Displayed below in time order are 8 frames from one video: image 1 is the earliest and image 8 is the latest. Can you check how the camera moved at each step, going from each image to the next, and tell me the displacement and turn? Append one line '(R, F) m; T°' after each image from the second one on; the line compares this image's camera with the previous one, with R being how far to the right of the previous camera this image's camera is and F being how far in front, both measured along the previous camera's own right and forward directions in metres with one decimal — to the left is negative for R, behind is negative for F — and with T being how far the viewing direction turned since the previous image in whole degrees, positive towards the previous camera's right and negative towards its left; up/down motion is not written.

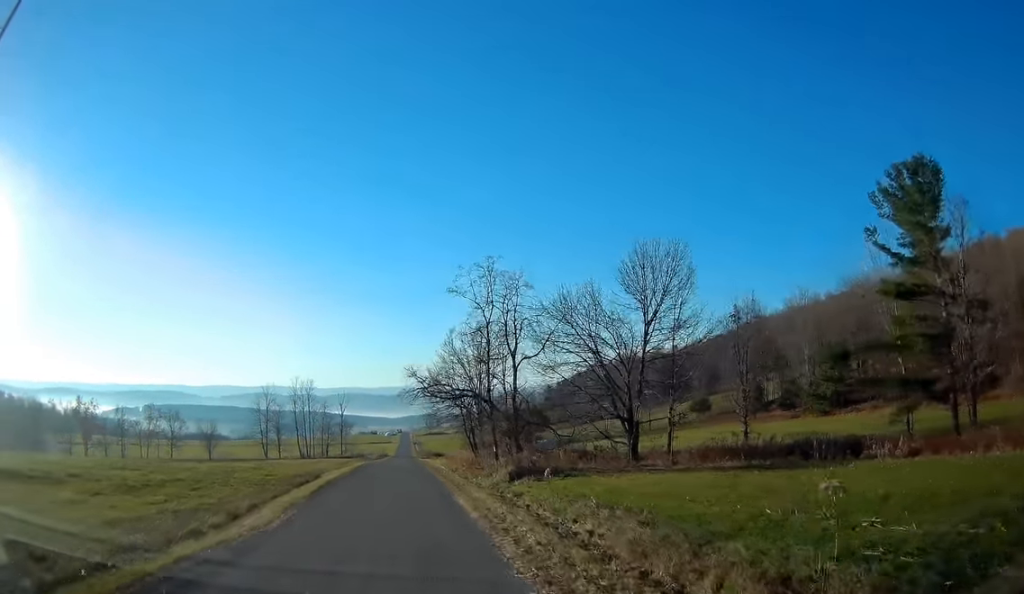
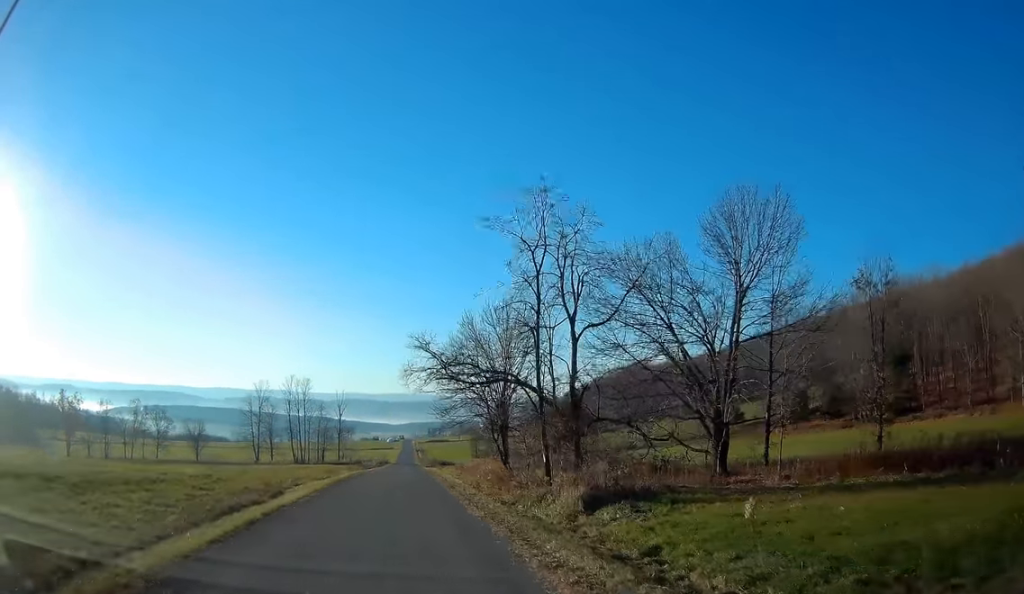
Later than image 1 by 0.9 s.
(-0.3, +13.7) m; -2°
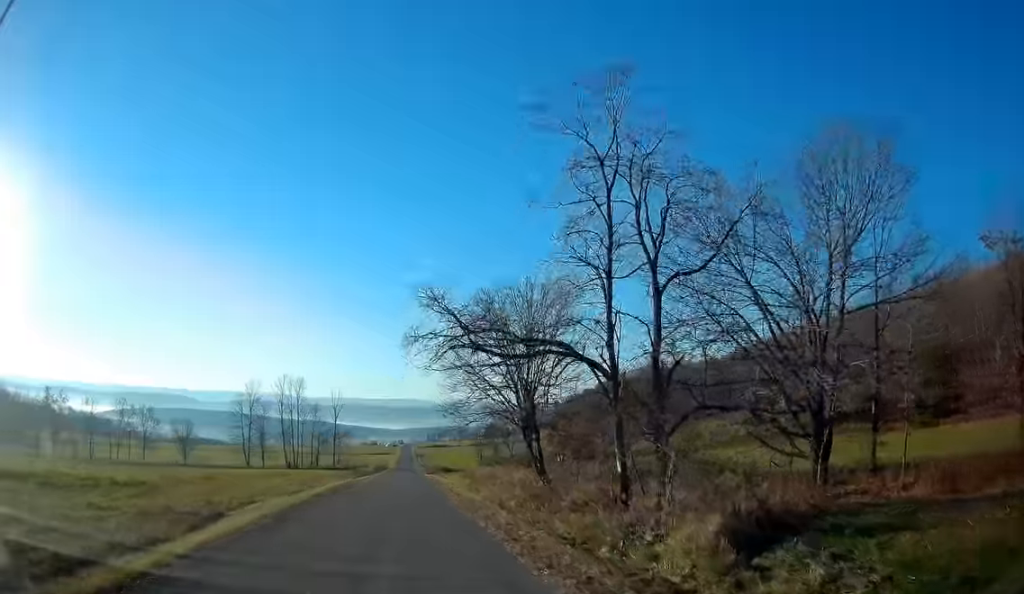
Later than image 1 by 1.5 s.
(-0.1, +9.7) m; 0°
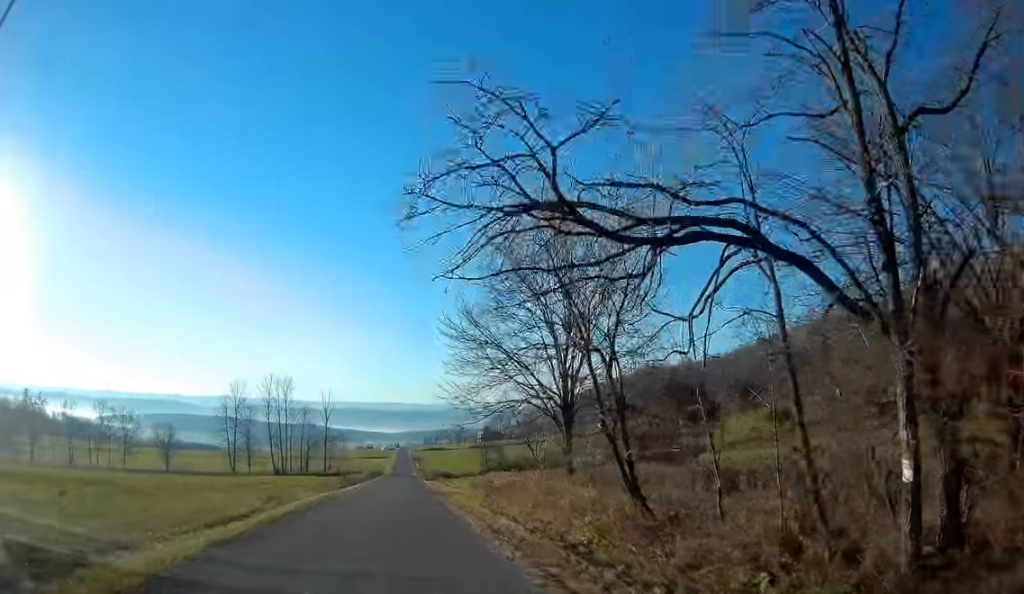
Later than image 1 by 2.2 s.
(-0.2, +11.4) m; 0°
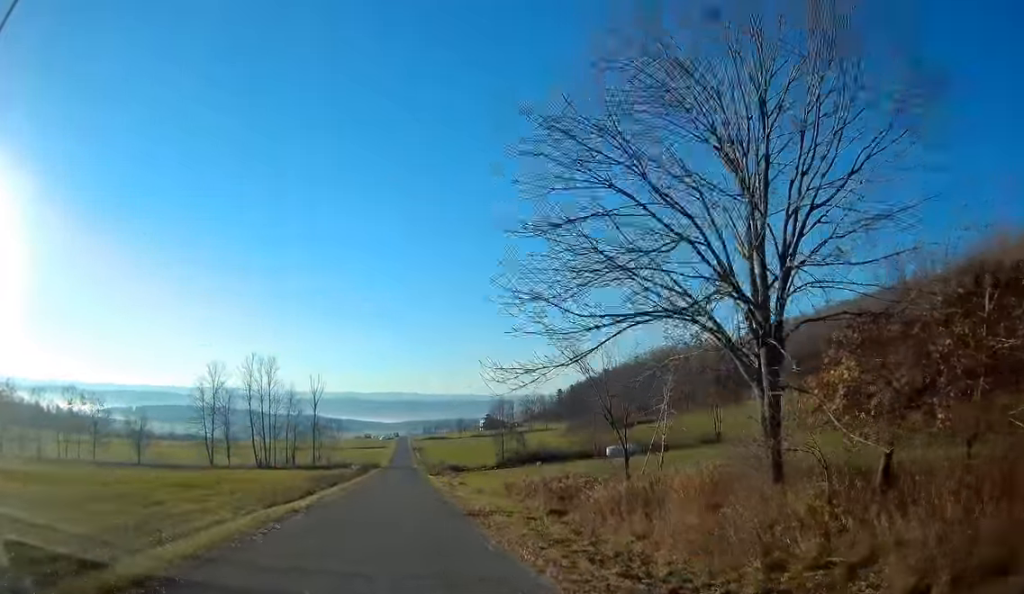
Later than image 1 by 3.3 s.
(+0.3, +18.1) m; +1°
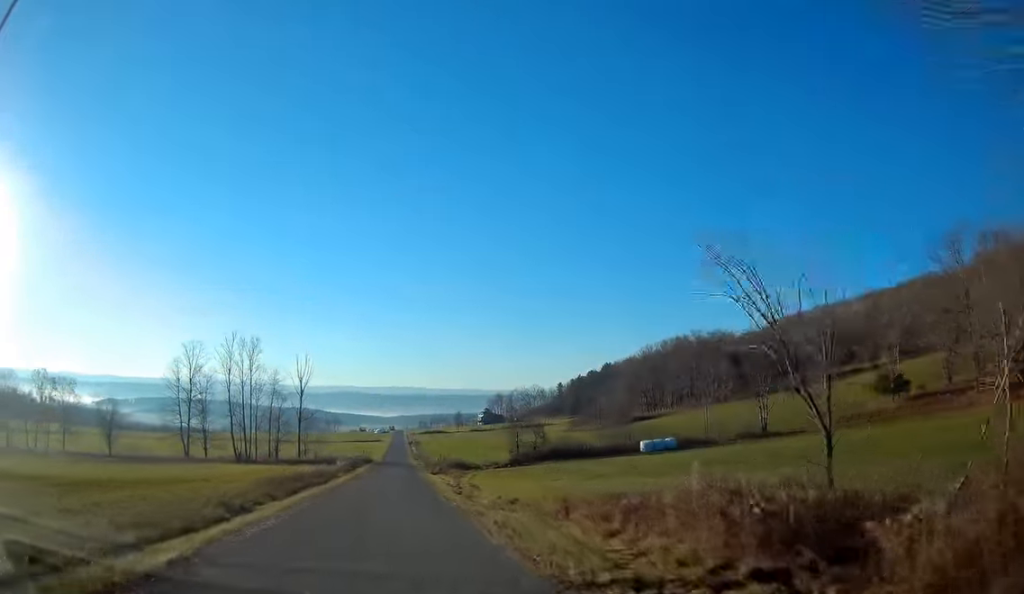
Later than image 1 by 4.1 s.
(0.0, +13.7) m; 0°
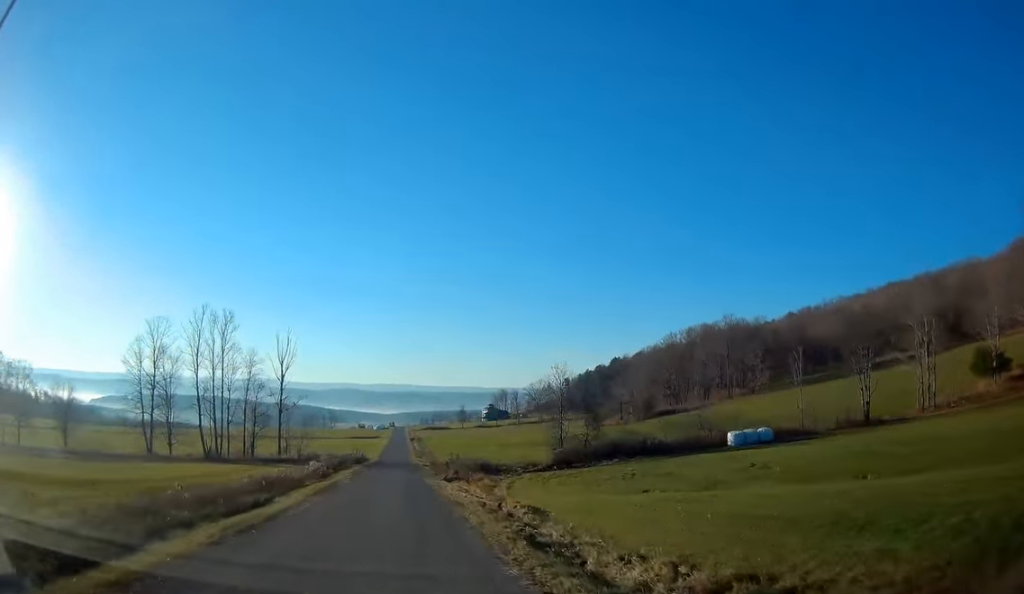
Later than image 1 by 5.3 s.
(0.0, +19.8) m; 0°
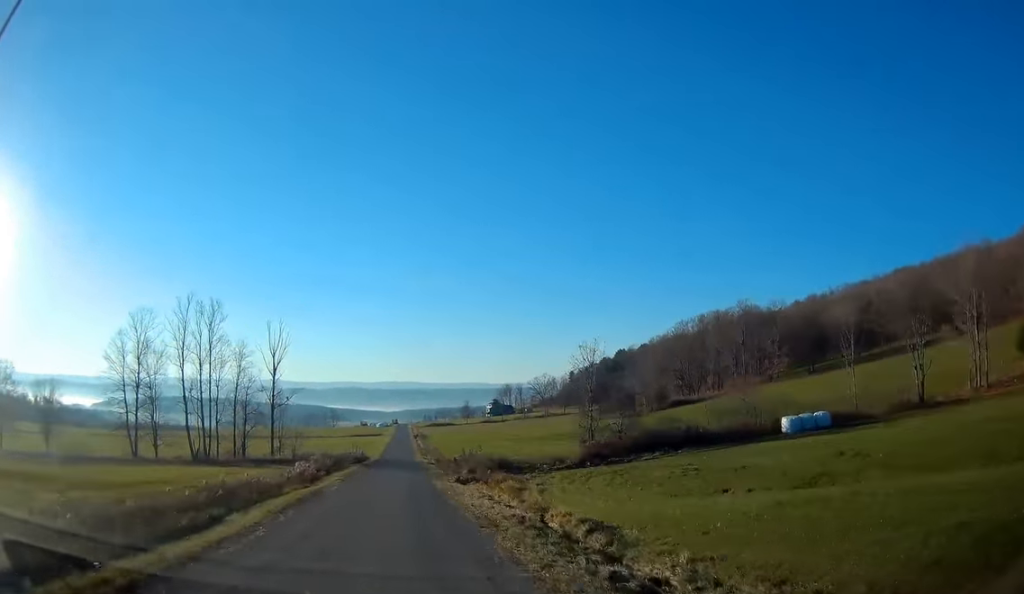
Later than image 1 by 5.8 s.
(0.0, +7.7) m; +1°
